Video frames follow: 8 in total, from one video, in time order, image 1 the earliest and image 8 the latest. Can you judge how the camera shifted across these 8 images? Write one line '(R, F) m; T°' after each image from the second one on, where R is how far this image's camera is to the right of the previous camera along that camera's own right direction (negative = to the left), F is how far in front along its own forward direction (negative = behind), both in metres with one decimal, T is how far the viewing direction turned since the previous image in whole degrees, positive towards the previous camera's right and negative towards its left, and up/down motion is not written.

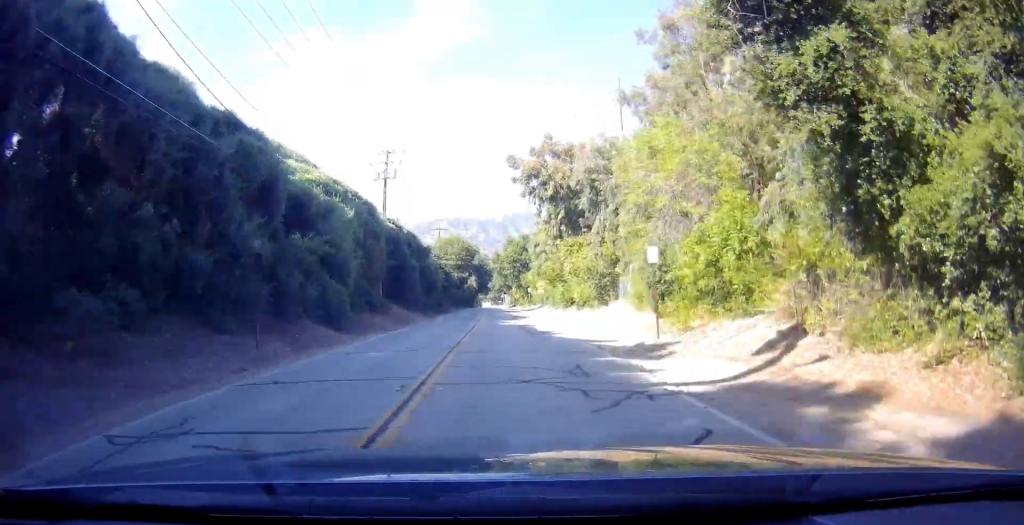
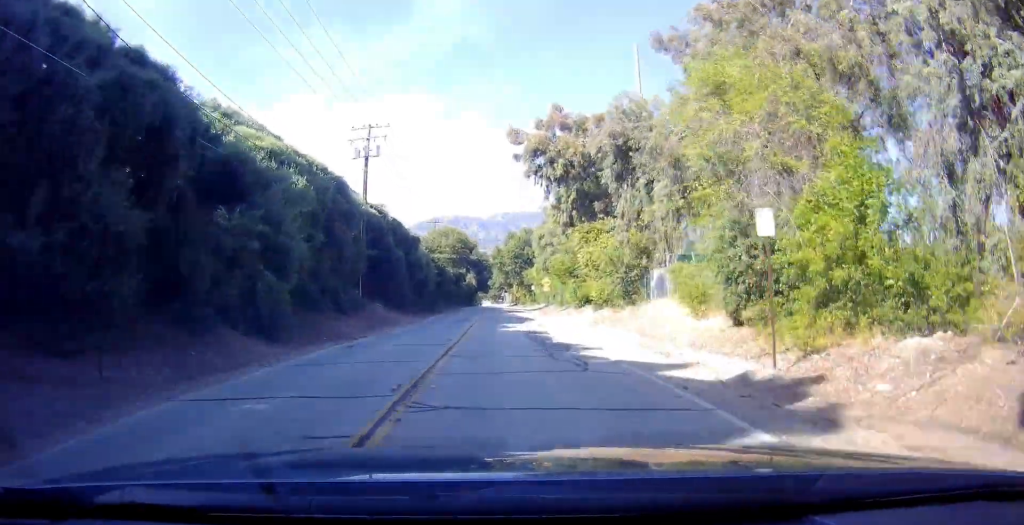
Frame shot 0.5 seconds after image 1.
(+0.1, +7.0) m; -2°
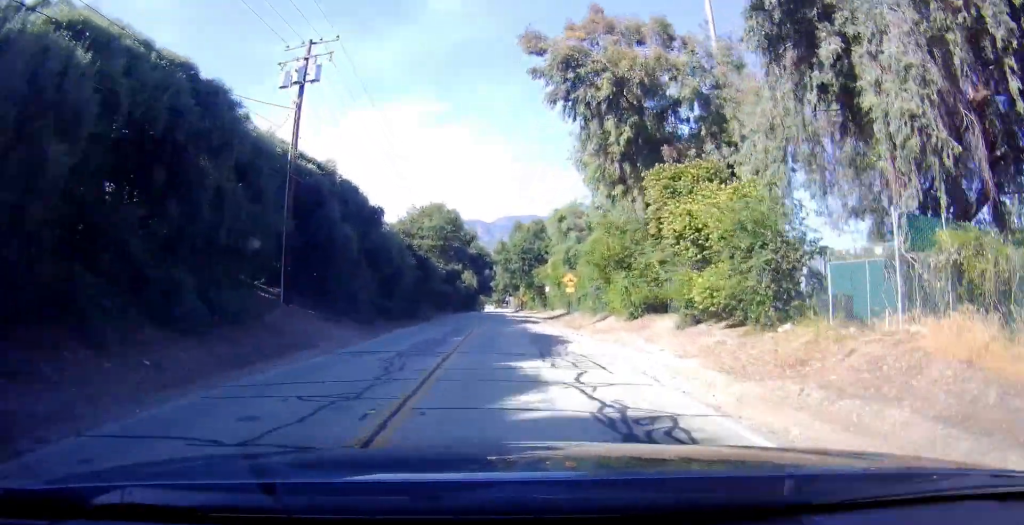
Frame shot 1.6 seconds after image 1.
(-0.9, +15.7) m; -3°
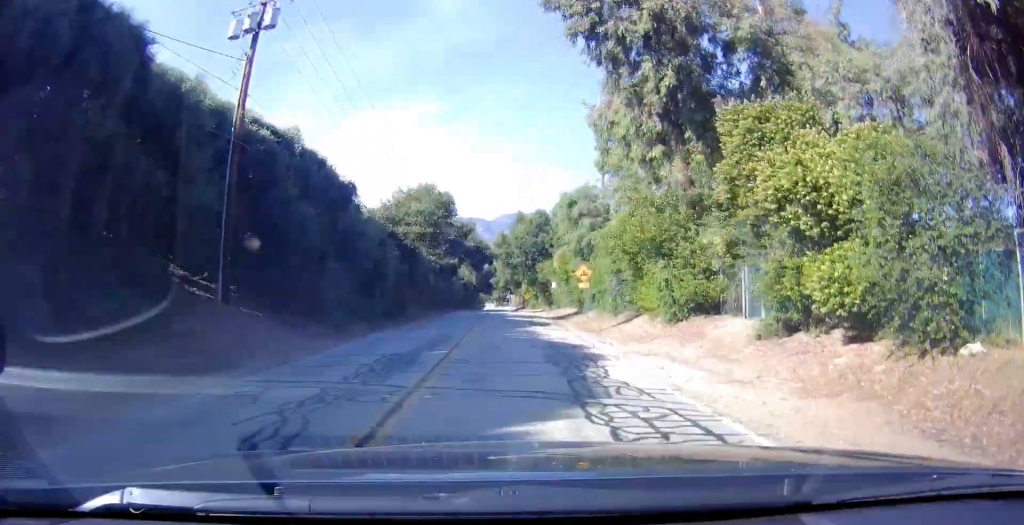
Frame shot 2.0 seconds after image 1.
(0.0, +6.5) m; +1°
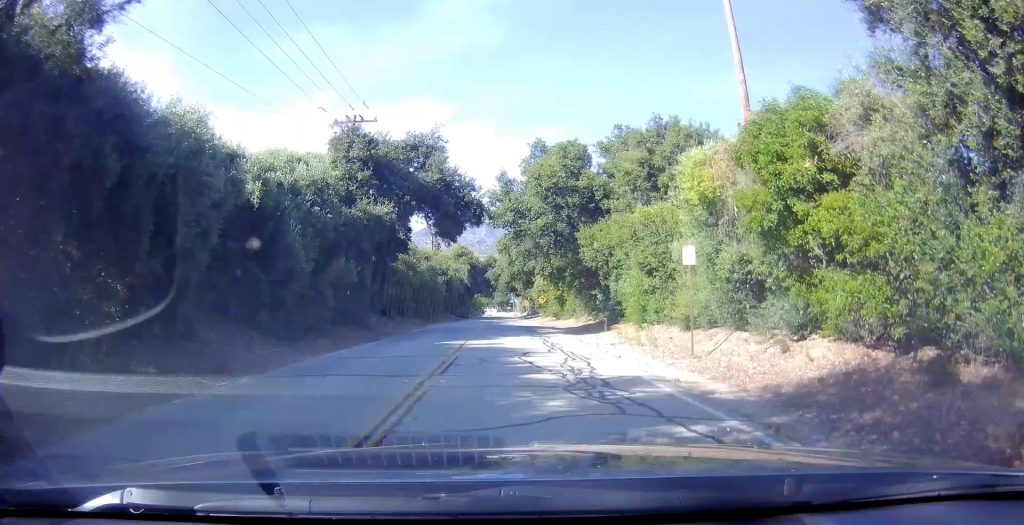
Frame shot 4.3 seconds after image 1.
(+1.7, +35.5) m; +3°
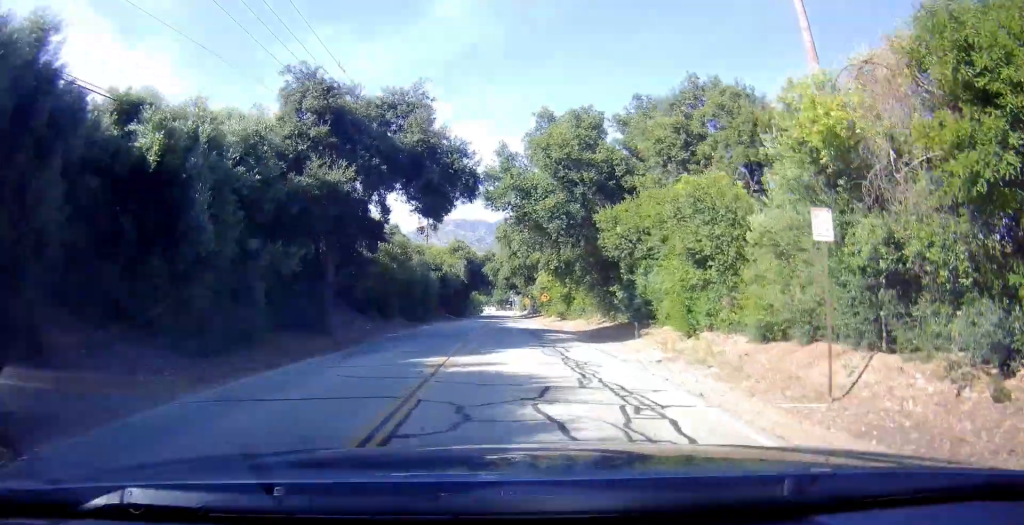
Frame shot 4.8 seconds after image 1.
(-0.1, +6.7) m; 0°
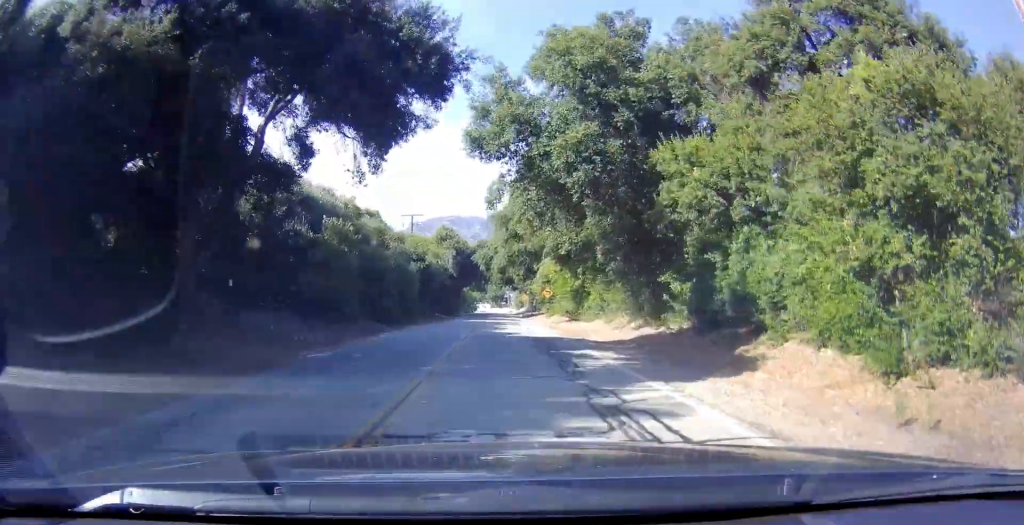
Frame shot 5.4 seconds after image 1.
(-0.2, +10.4) m; -1°
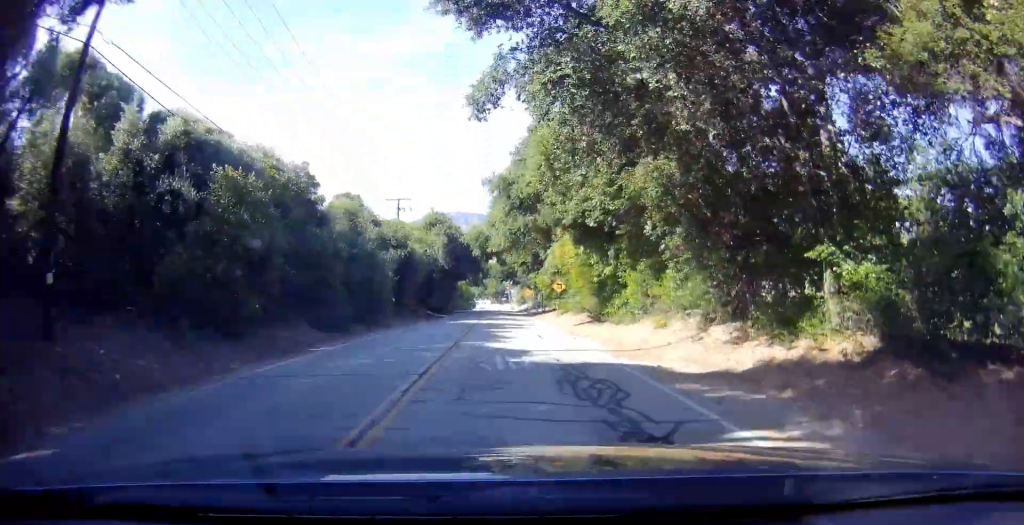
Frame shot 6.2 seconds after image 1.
(+0.1, +11.0) m; 0°
